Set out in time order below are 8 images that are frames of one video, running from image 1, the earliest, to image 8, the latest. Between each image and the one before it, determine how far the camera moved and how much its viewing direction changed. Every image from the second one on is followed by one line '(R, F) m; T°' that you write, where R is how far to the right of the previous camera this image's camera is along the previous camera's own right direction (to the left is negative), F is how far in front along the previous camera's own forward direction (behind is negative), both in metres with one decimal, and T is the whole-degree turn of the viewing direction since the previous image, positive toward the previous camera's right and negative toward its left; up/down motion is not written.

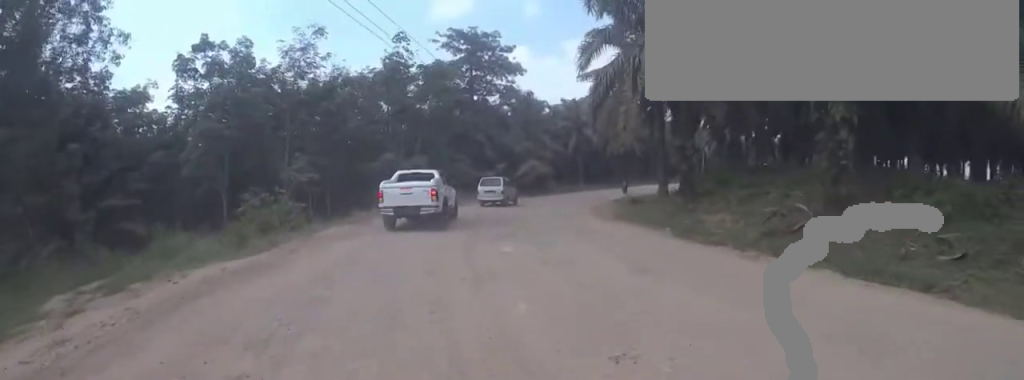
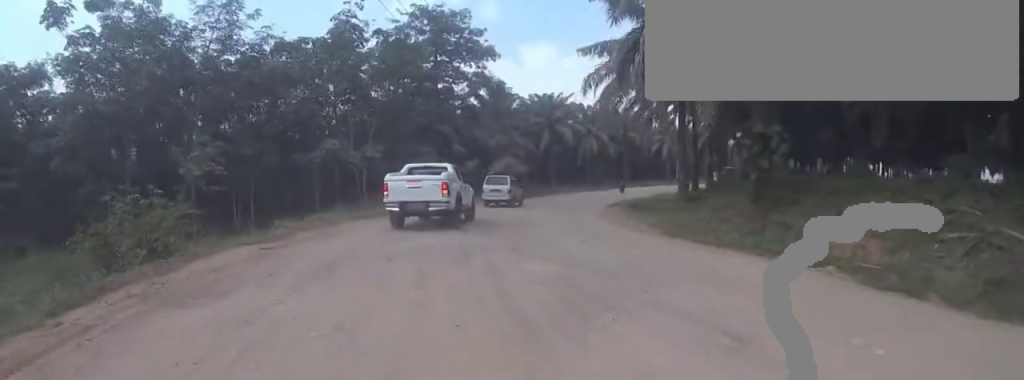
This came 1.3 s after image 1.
(+0.8, +6.6) m; -5°
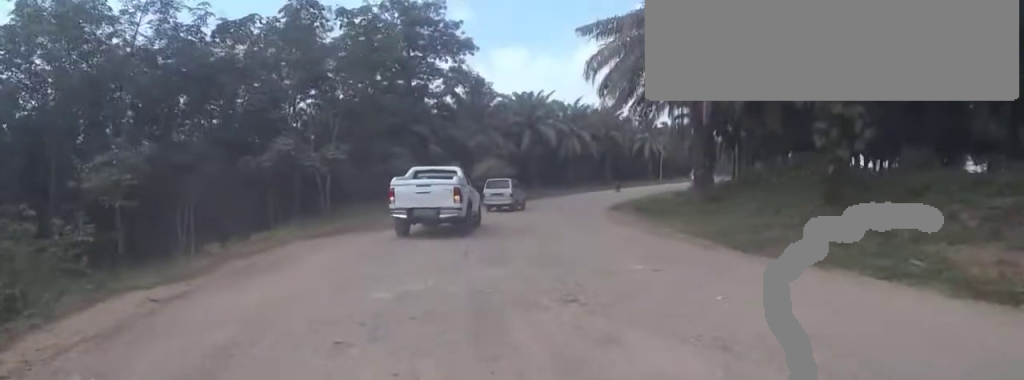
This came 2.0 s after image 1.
(-1.2, +3.6) m; 0°
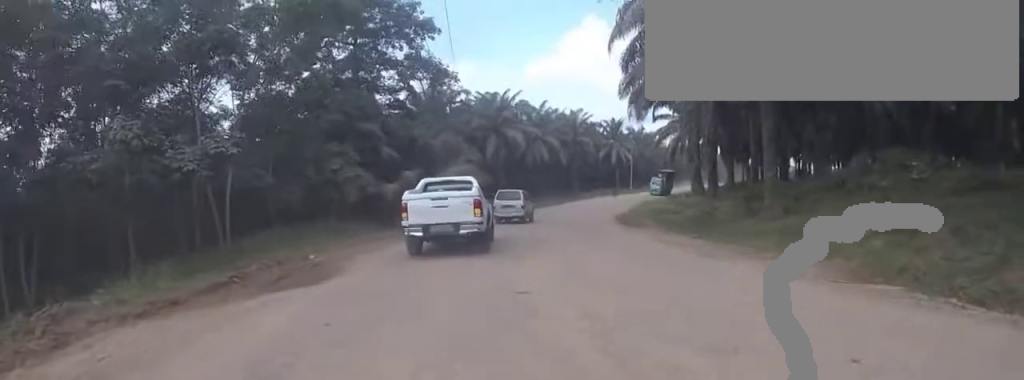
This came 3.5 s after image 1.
(+1.7, +7.2) m; +18°
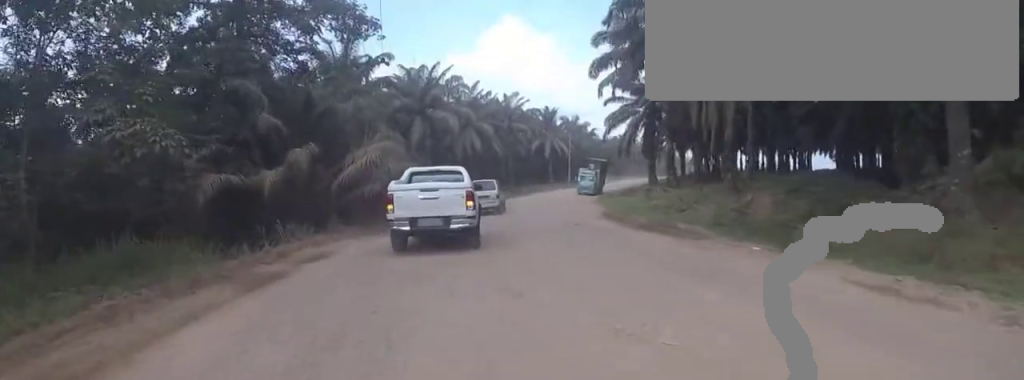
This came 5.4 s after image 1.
(+1.6, +8.5) m; +11°
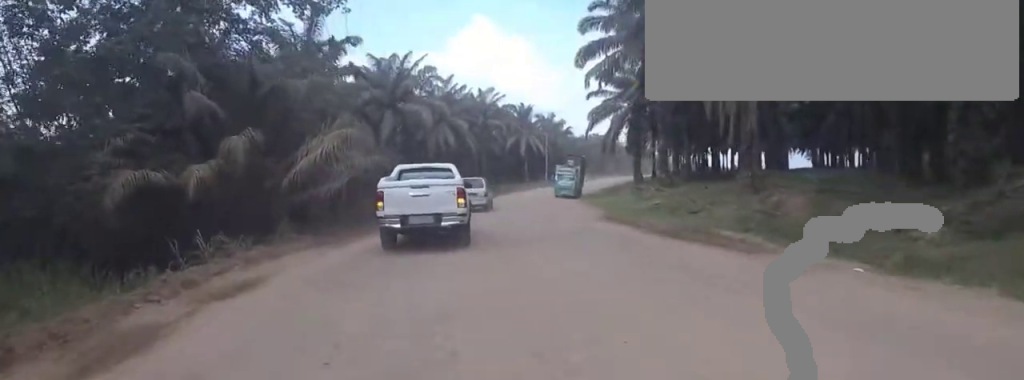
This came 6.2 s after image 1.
(-0.7, +3.4) m; -11°
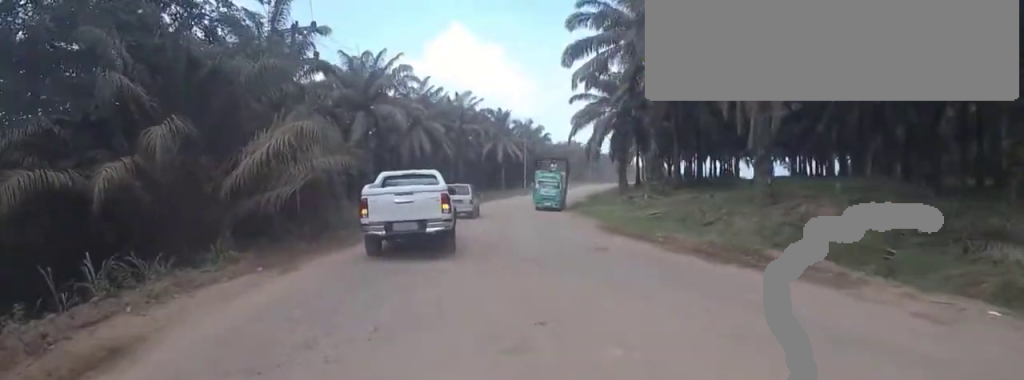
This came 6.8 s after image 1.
(0.0, +2.8) m; 0°
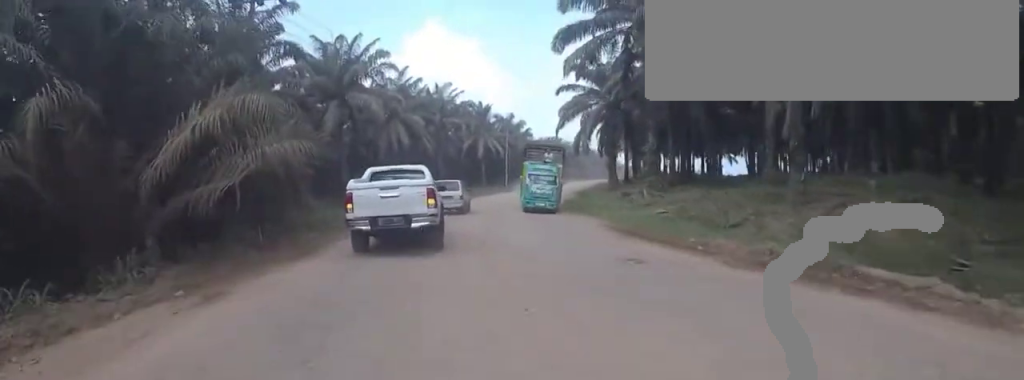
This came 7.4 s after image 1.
(0.0, +2.8) m; +1°
